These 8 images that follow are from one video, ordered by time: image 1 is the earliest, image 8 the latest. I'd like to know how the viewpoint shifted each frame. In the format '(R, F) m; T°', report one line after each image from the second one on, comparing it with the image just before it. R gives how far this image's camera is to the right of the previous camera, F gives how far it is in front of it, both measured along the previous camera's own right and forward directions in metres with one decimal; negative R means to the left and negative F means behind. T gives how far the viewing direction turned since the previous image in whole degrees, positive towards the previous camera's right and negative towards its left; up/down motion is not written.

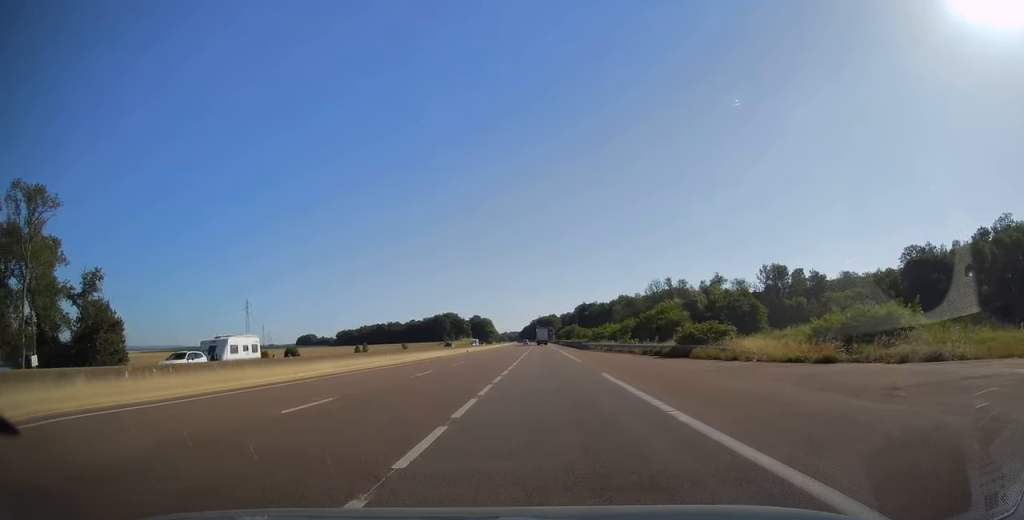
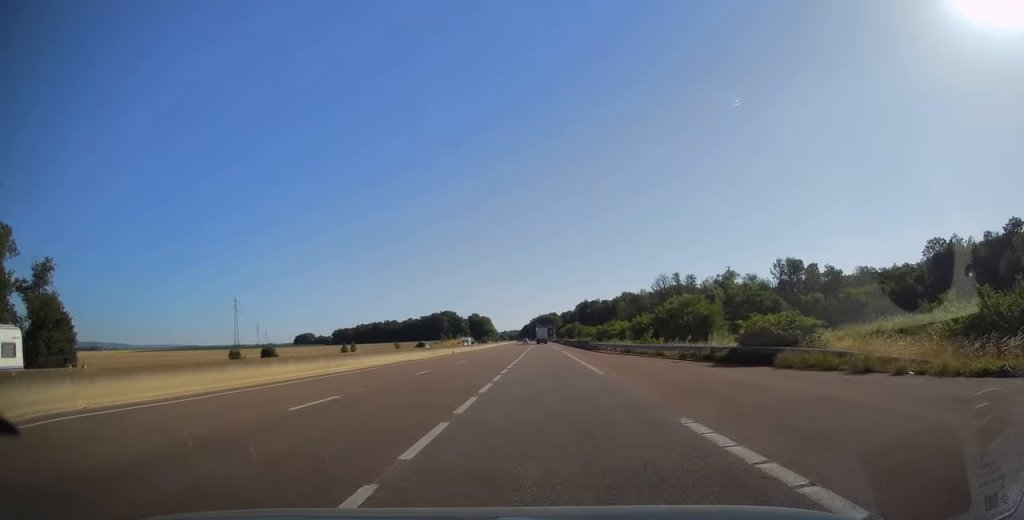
(0.0, +12.3) m; 0°
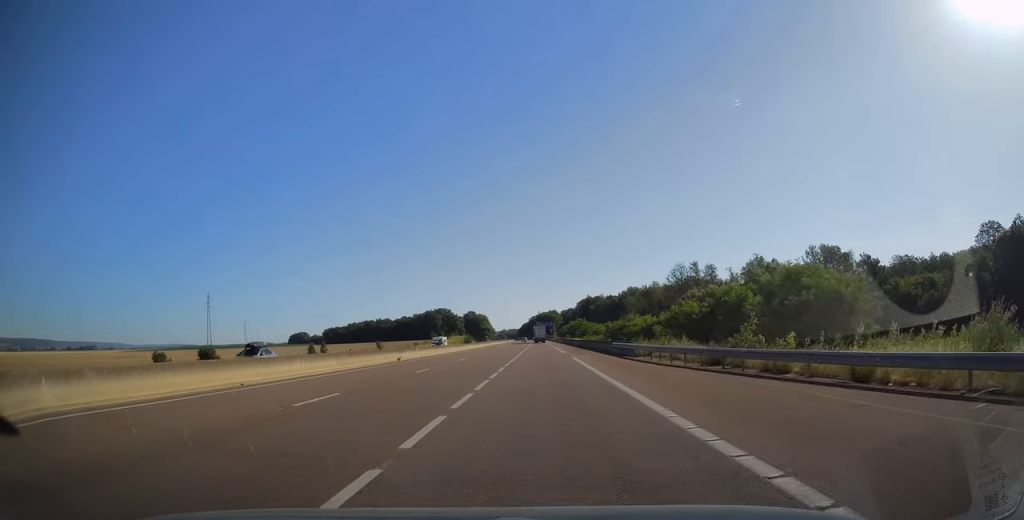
(0.0, +25.0) m; 0°
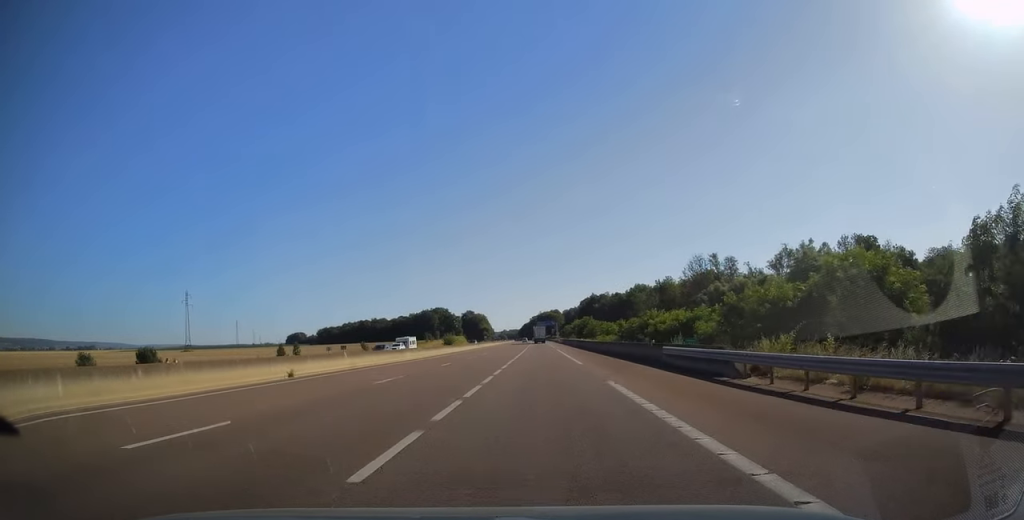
(0.0, +18.6) m; 0°
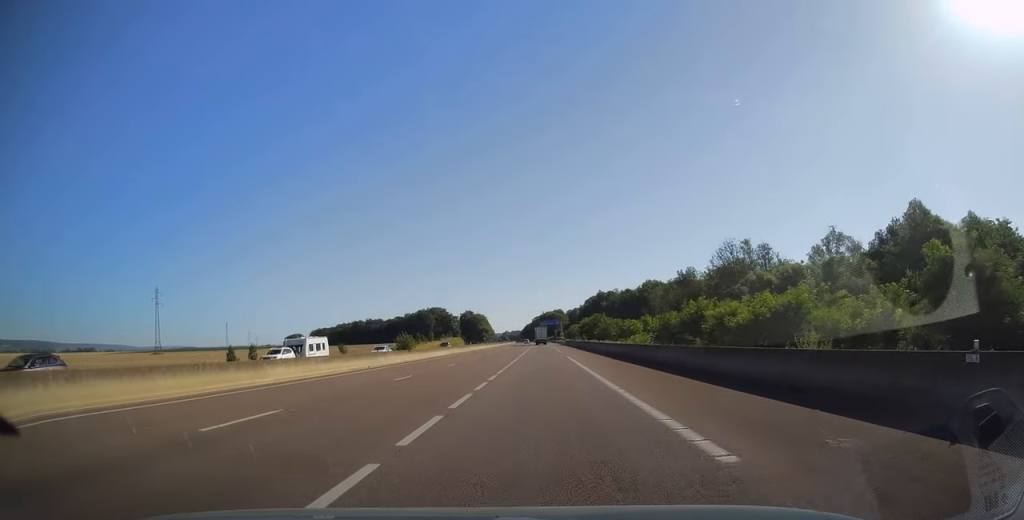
(0.0, +23.5) m; 0°
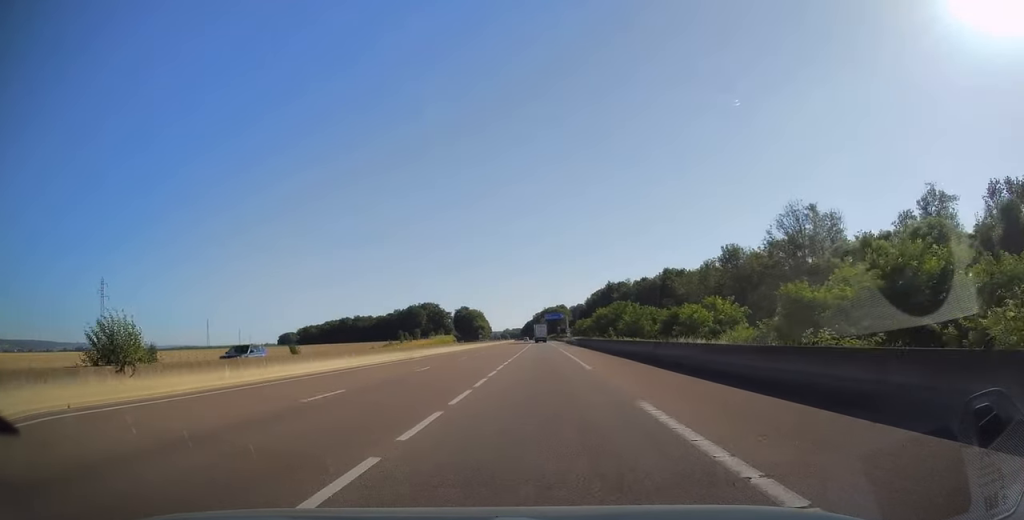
(0.0, +33.8) m; 0°
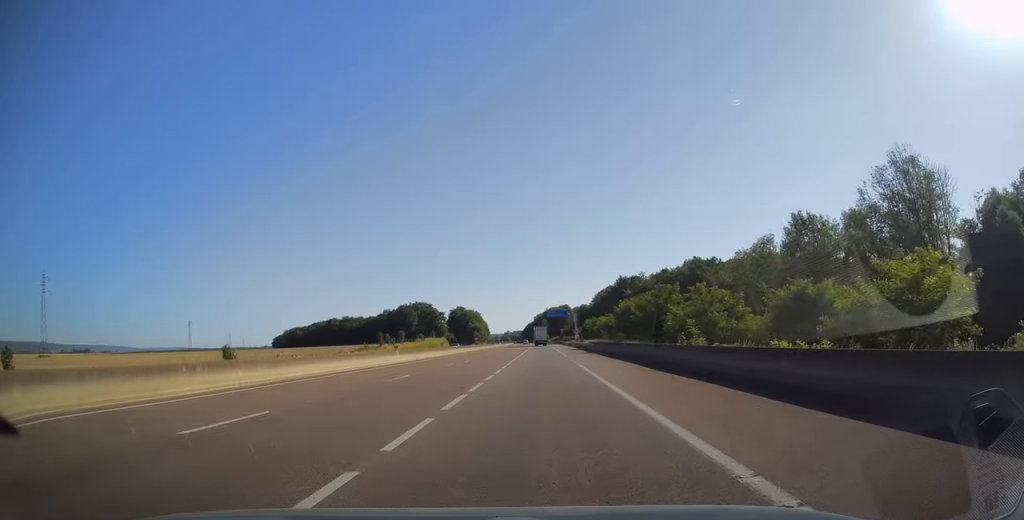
(-0.2, +30.5) m; -1°
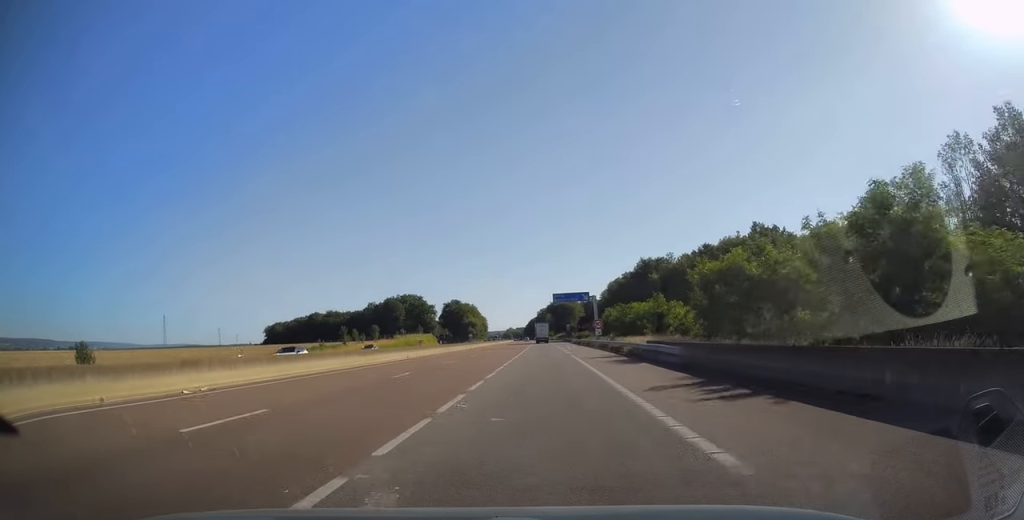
(-0.2, +39.0) m; 0°
